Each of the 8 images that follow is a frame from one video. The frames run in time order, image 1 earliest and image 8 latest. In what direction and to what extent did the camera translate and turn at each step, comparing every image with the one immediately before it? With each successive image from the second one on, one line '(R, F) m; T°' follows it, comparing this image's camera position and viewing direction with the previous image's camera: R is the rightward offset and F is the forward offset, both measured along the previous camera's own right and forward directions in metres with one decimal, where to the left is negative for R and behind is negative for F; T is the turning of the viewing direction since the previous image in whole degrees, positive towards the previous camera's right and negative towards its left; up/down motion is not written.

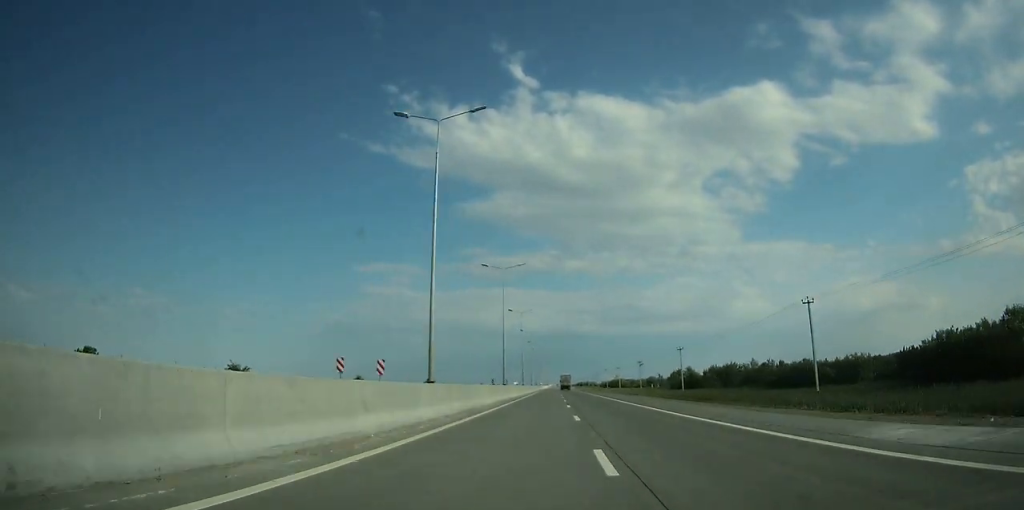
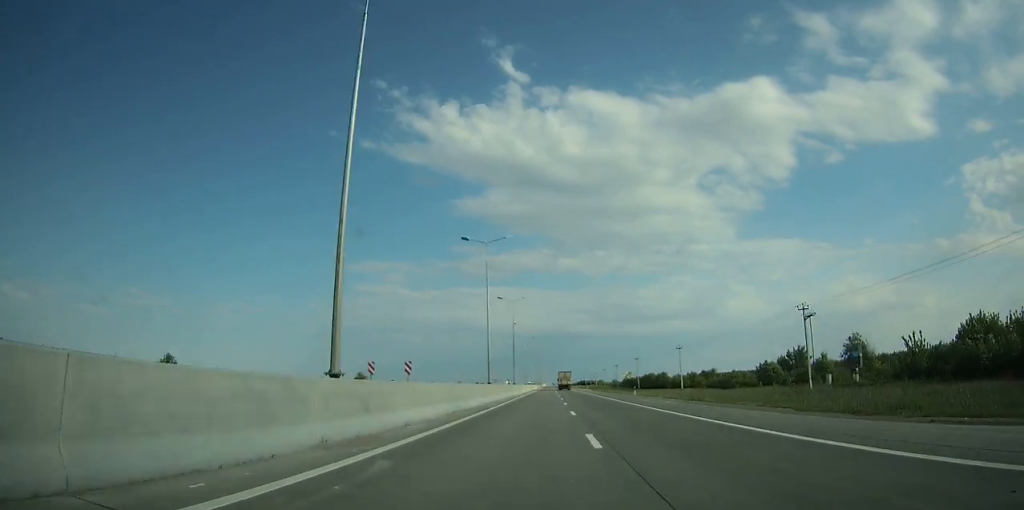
(-0.2, +113.7) m; 0°
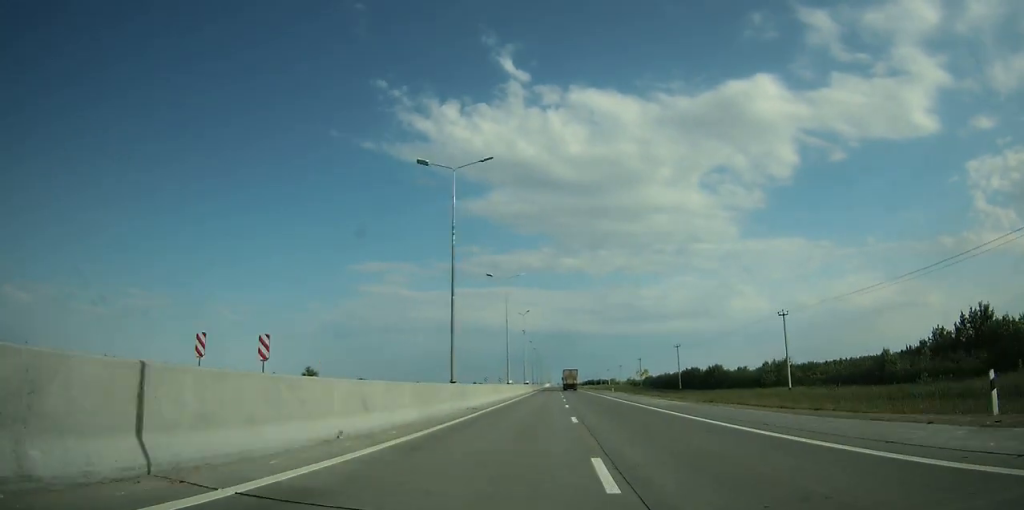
(+0.3, +53.8) m; 0°
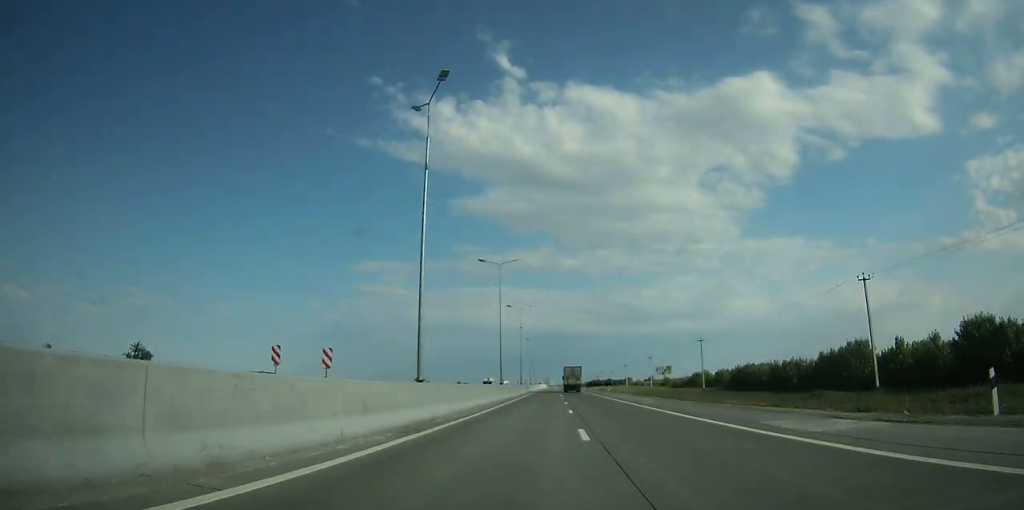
(+0.1, +80.4) m; 0°
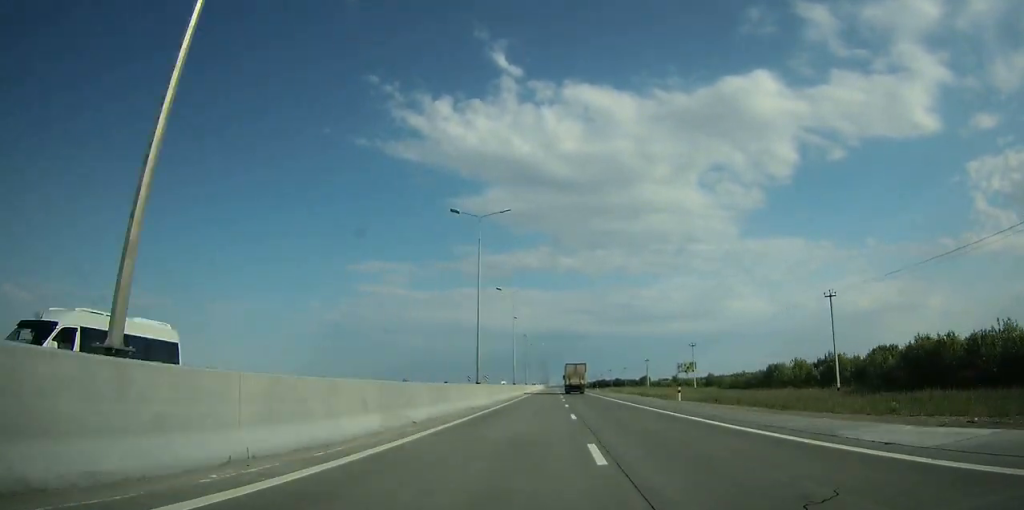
(0.0, +53.0) m; 0°
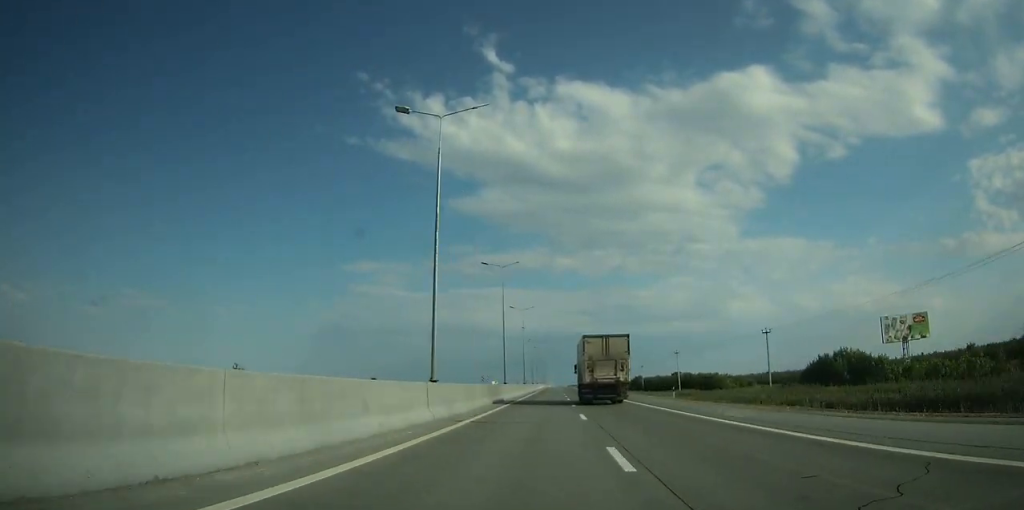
(-0.2, +154.4) m; 0°
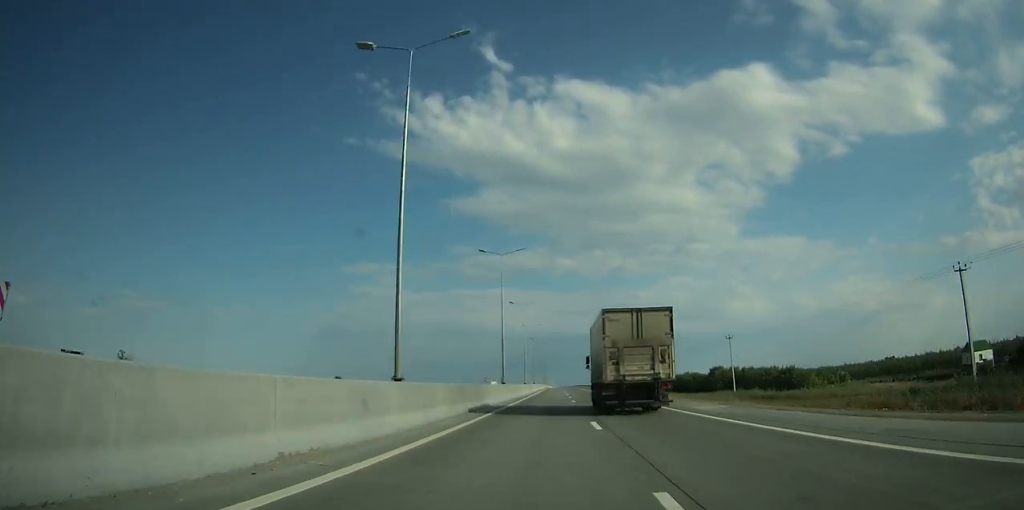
(-0.1, +39.5) m; 0°
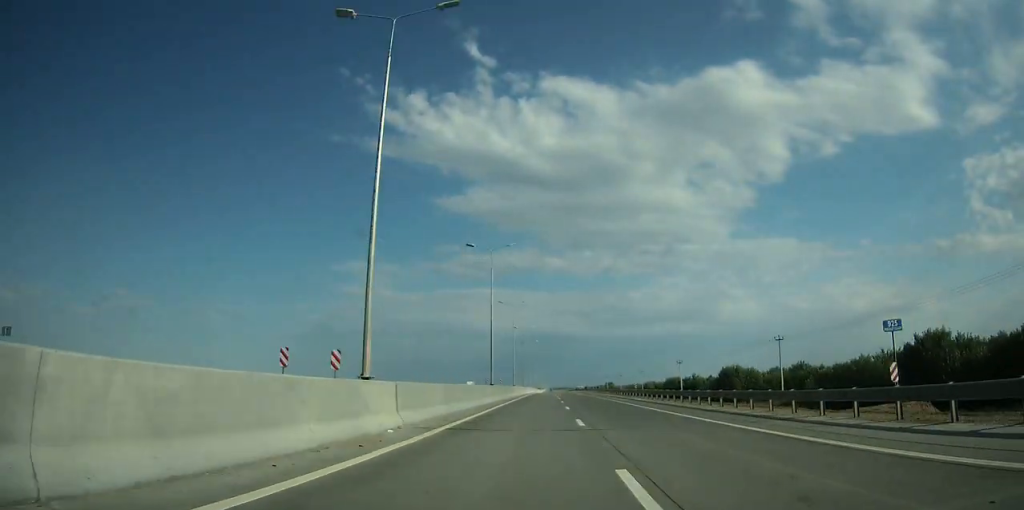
(+0.5, +143.6) m; +1°
